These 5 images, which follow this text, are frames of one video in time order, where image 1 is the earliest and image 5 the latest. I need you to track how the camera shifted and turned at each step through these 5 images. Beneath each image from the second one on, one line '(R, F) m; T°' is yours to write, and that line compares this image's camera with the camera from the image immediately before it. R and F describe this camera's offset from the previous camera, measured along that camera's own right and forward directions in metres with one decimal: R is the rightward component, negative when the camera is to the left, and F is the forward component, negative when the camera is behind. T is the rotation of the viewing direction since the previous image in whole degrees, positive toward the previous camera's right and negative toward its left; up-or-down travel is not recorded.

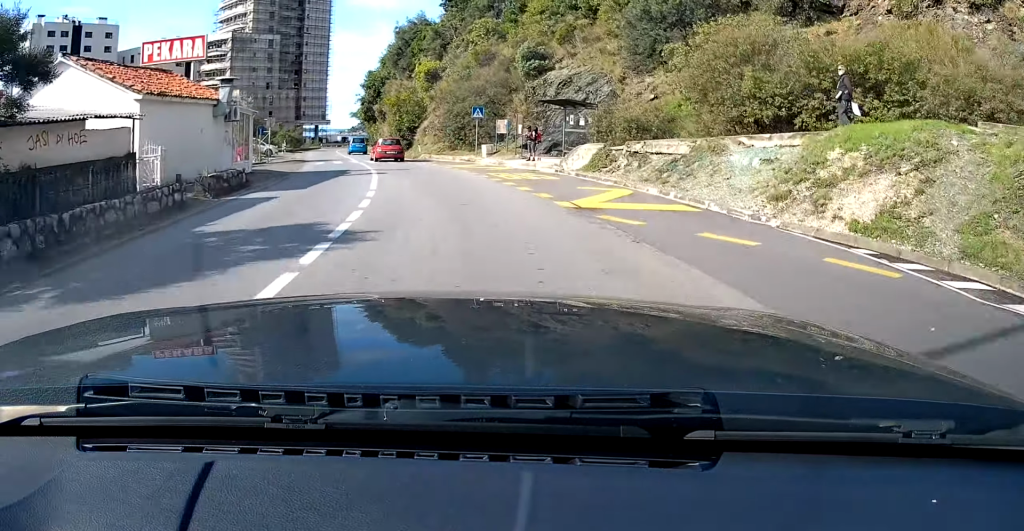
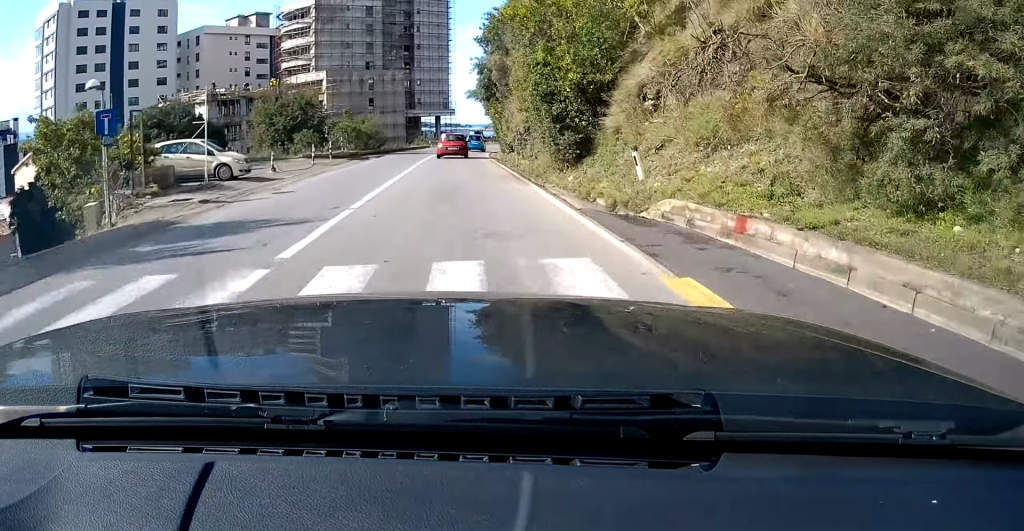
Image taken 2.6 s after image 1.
(-4.5, +35.7) m; -11°
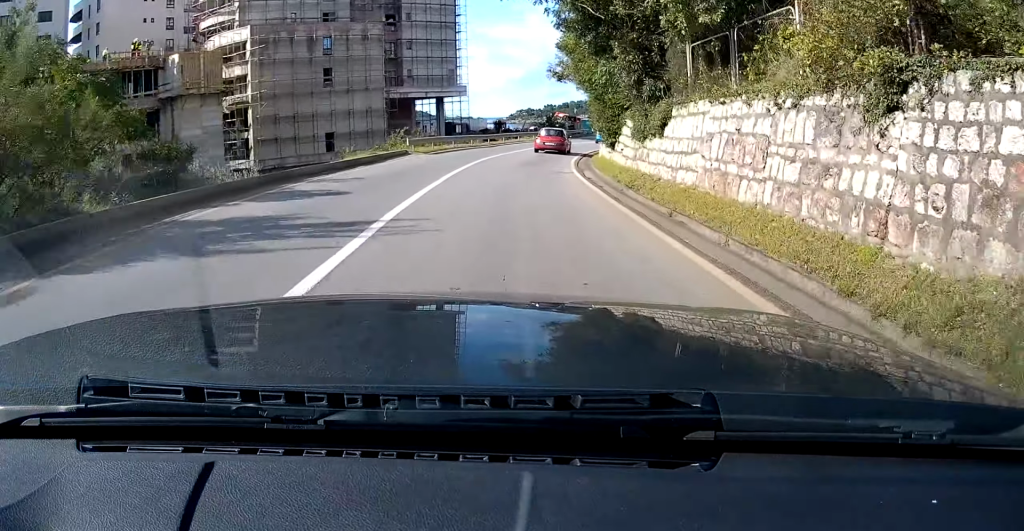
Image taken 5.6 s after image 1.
(-0.3, +42.0) m; +5°
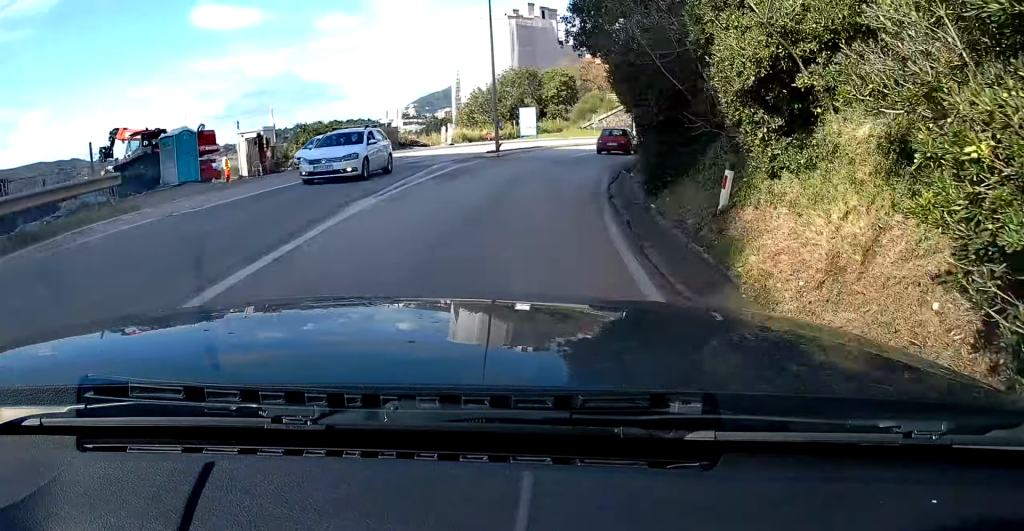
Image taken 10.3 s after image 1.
(+14.6, +65.4) m; +30°
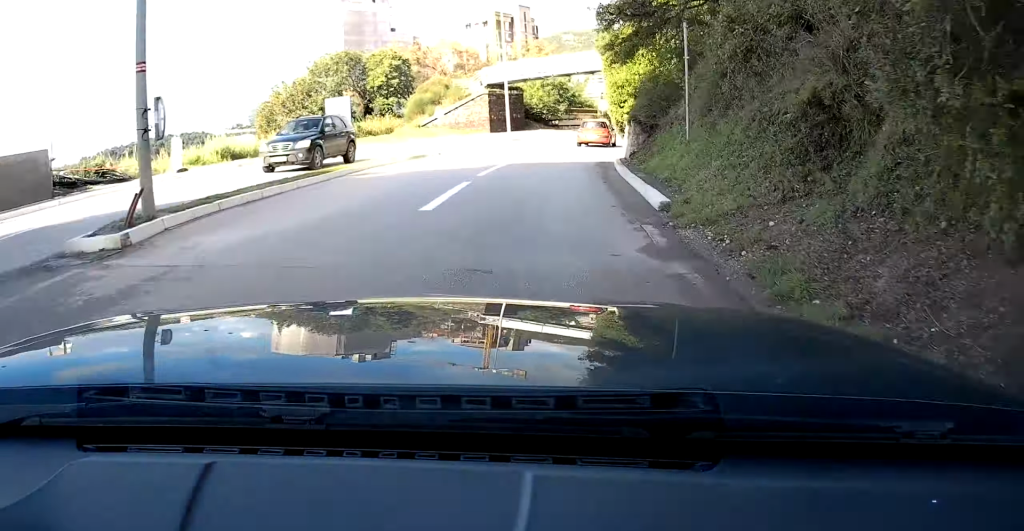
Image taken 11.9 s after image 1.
(+3.5, +23.3) m; +14°
